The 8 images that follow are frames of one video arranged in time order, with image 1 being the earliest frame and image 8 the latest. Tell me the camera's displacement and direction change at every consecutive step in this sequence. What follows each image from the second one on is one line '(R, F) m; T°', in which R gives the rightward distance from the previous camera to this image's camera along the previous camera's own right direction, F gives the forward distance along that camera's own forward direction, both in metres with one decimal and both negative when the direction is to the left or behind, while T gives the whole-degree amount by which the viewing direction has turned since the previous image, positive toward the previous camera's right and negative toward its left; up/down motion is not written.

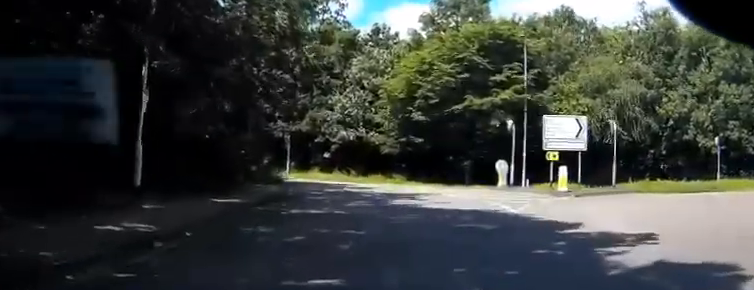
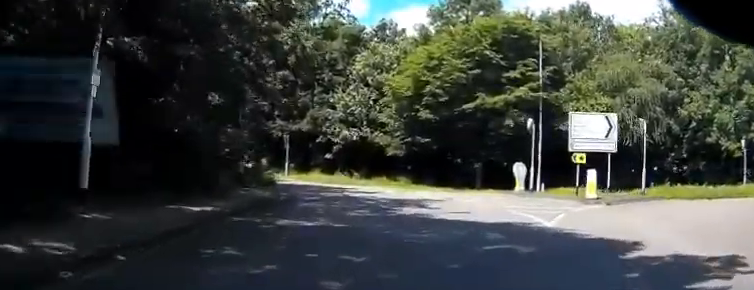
(+0.2, +3.0) m; 0°
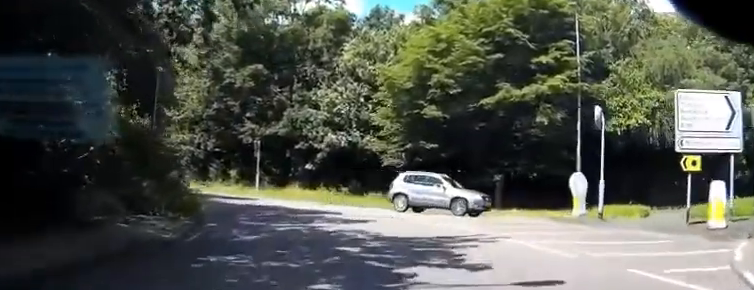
(-0.1, +8.6) m; -11°
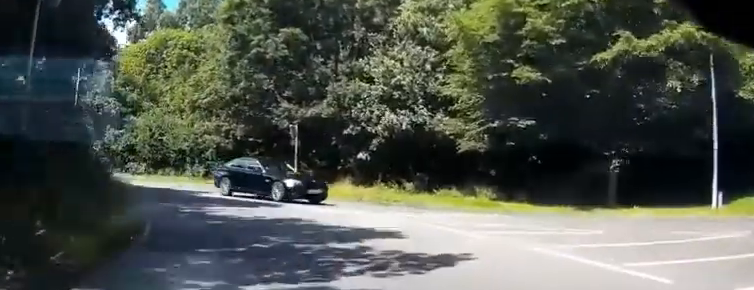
(-1.2, +7.6) m; -10°
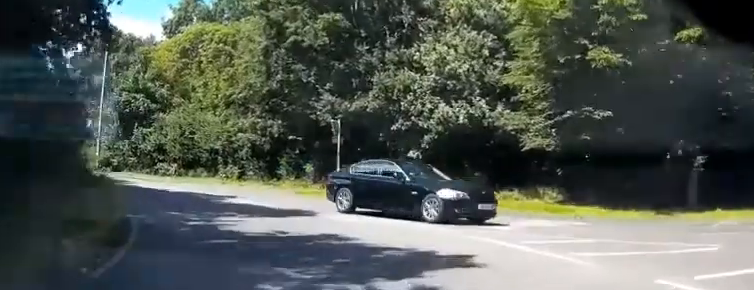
(0.0, +3.1) m; 0°
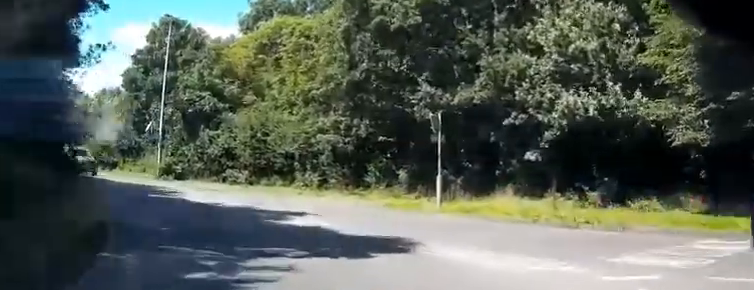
(0.0, +5.2) m; 0°
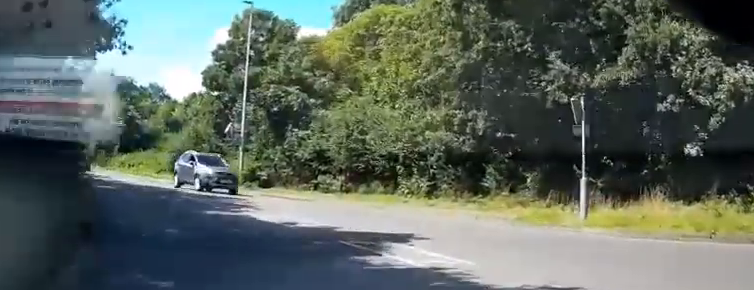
(0.0, +4.9) m; 0°
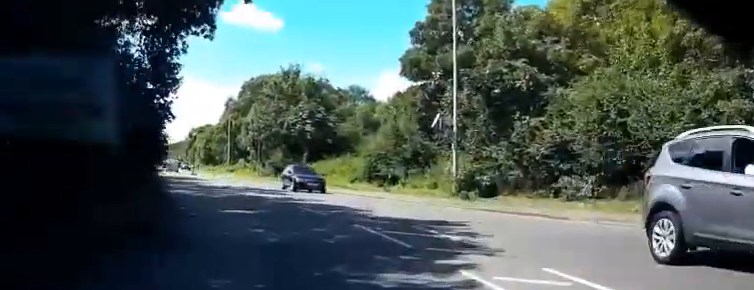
(-0.1, +8.4) m; -6°
